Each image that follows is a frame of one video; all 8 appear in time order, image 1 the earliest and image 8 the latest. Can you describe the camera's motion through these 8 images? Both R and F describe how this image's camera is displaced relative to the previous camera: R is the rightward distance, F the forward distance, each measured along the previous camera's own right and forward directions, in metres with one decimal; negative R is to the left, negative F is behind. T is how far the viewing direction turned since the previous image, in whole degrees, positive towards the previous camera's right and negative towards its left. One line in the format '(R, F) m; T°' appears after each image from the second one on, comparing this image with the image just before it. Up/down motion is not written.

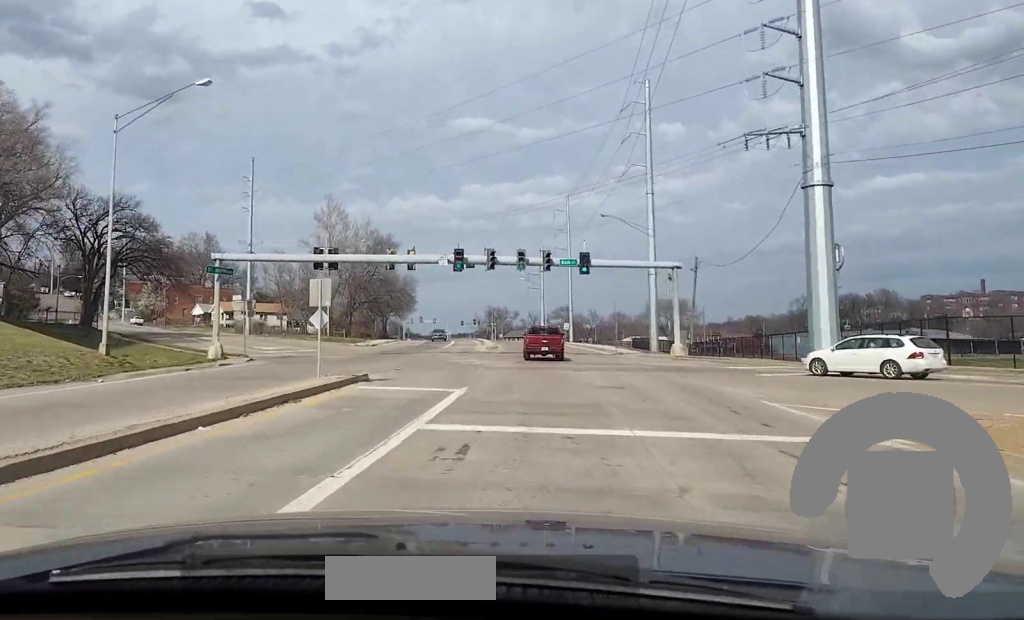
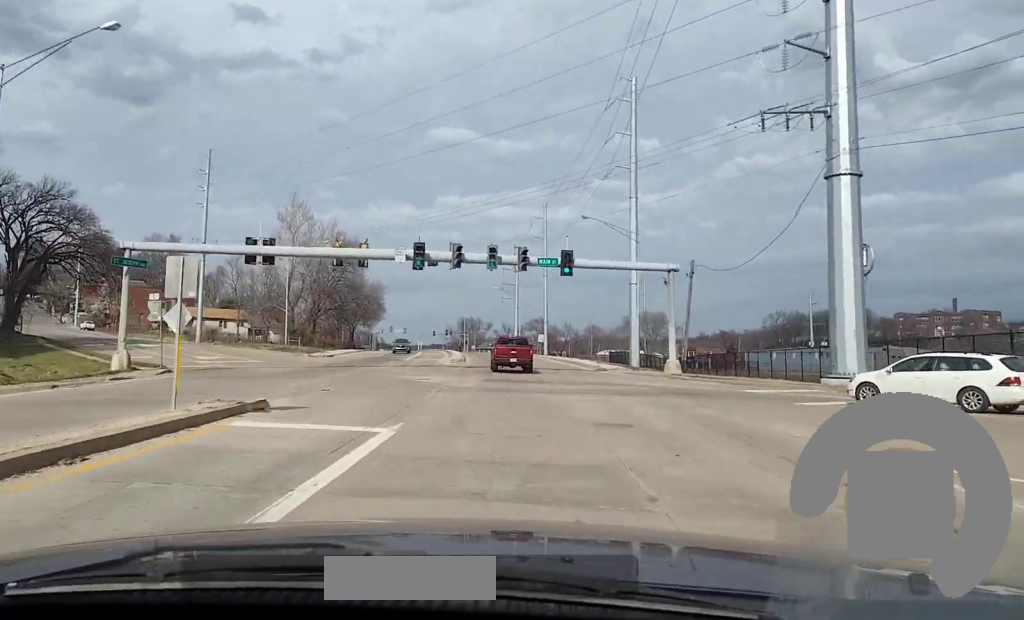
(0.0, +7.7) m; -1°
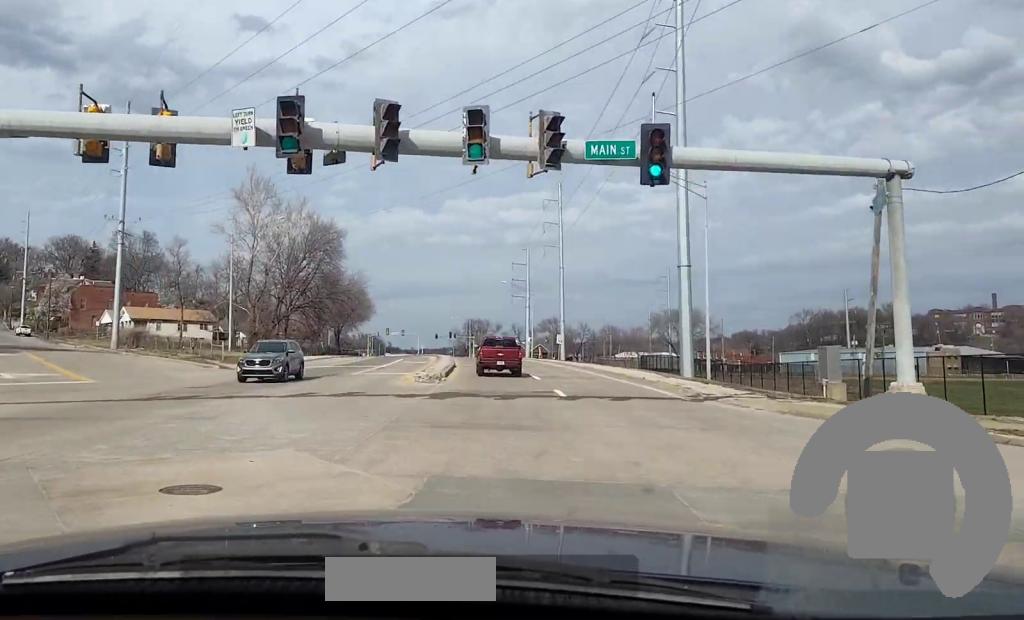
(-0.5, +24.5) m; -3°
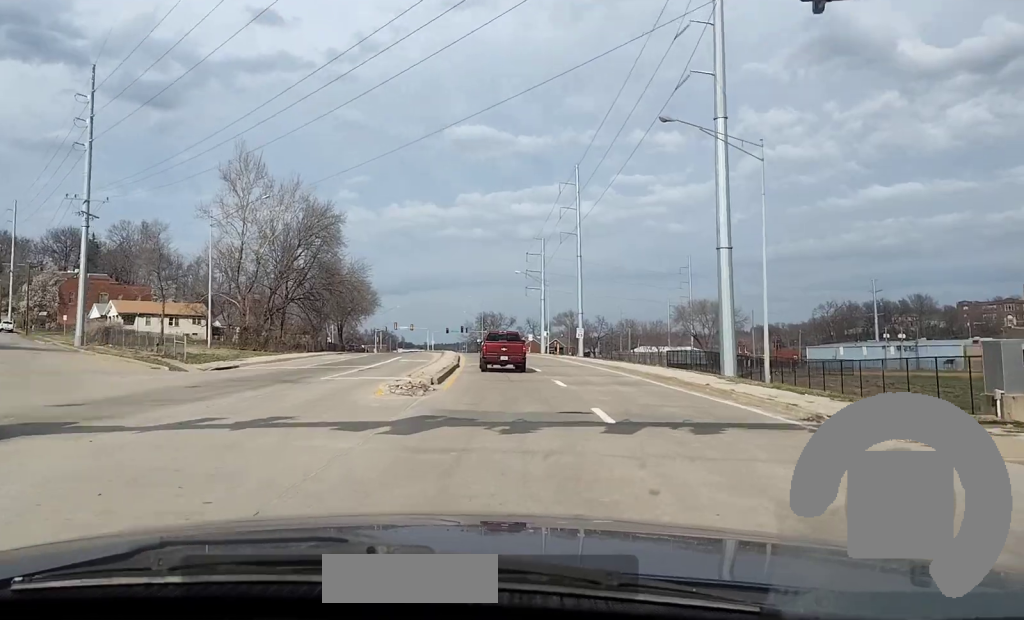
(-0.2, +9.3) m; -1°
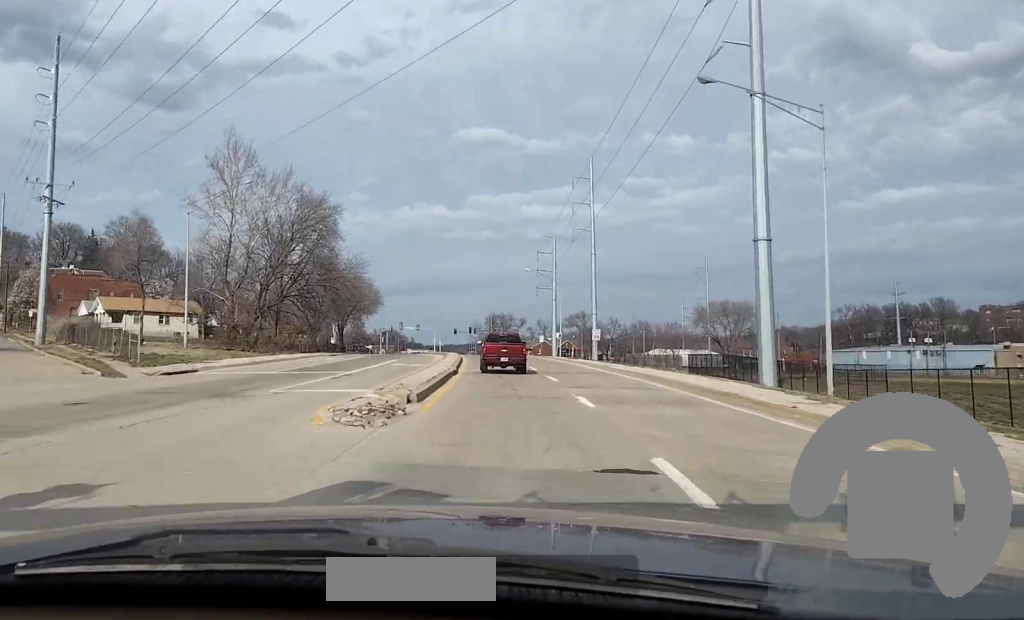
(-0.1, +7.6) m; -1°
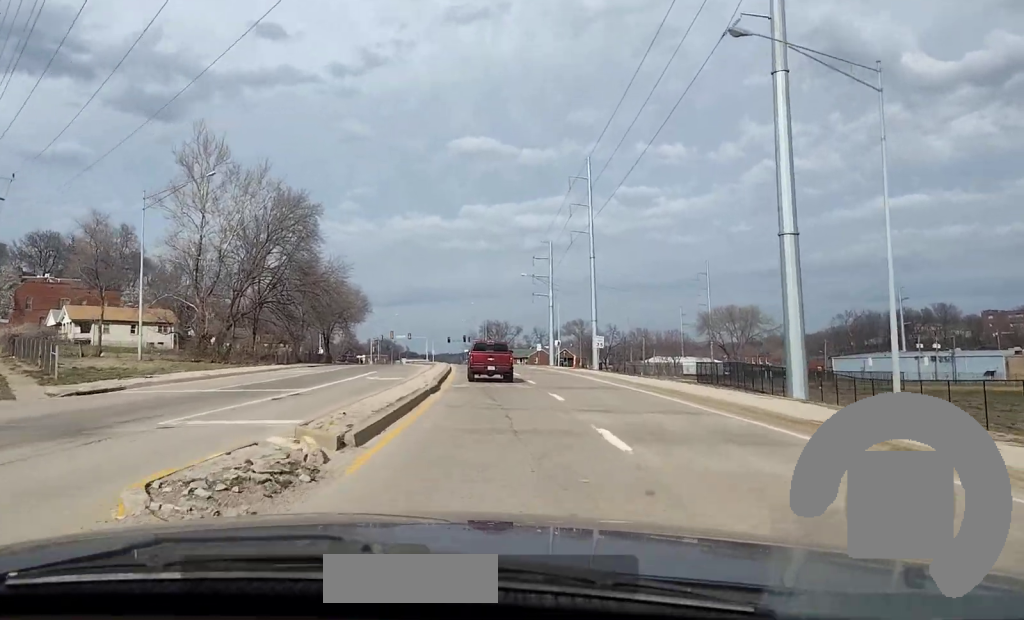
(0.0, +7.2) m; 0°
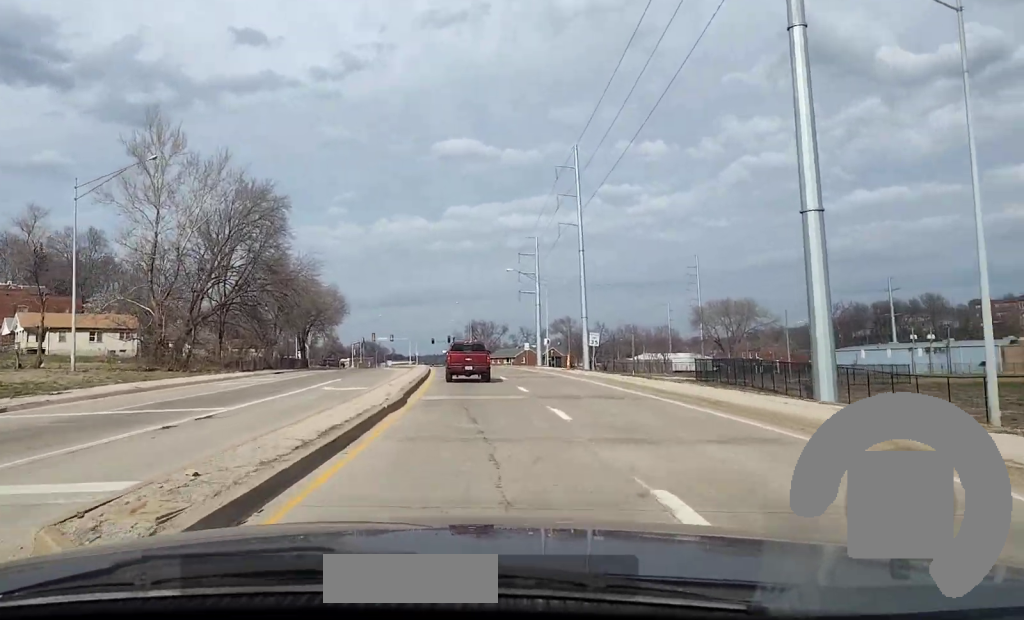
(0.0, +7.2) m; 0°
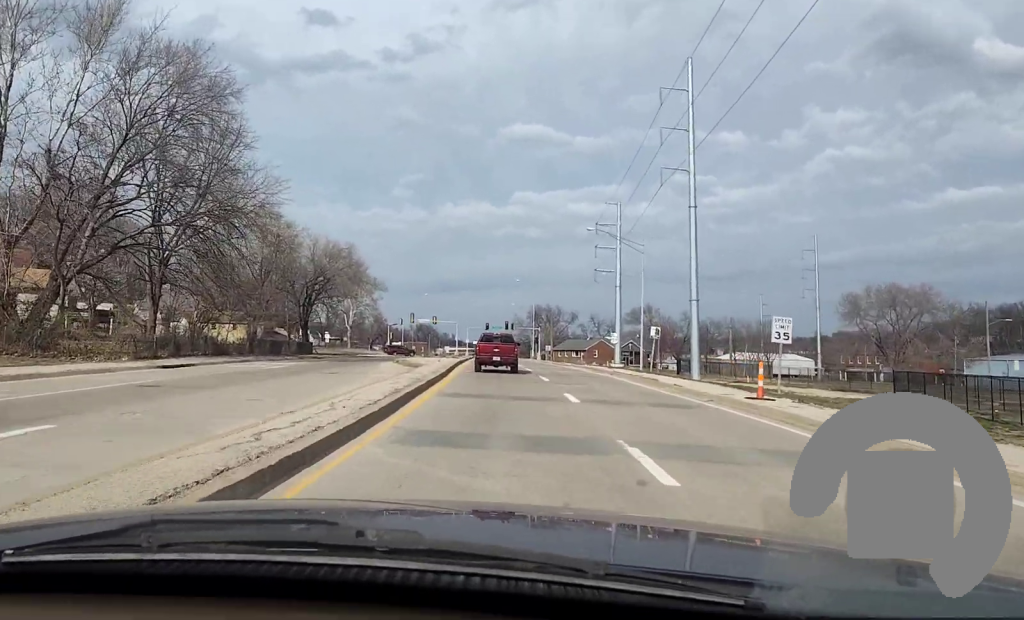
(-0.5, +32.6) m; -1°
